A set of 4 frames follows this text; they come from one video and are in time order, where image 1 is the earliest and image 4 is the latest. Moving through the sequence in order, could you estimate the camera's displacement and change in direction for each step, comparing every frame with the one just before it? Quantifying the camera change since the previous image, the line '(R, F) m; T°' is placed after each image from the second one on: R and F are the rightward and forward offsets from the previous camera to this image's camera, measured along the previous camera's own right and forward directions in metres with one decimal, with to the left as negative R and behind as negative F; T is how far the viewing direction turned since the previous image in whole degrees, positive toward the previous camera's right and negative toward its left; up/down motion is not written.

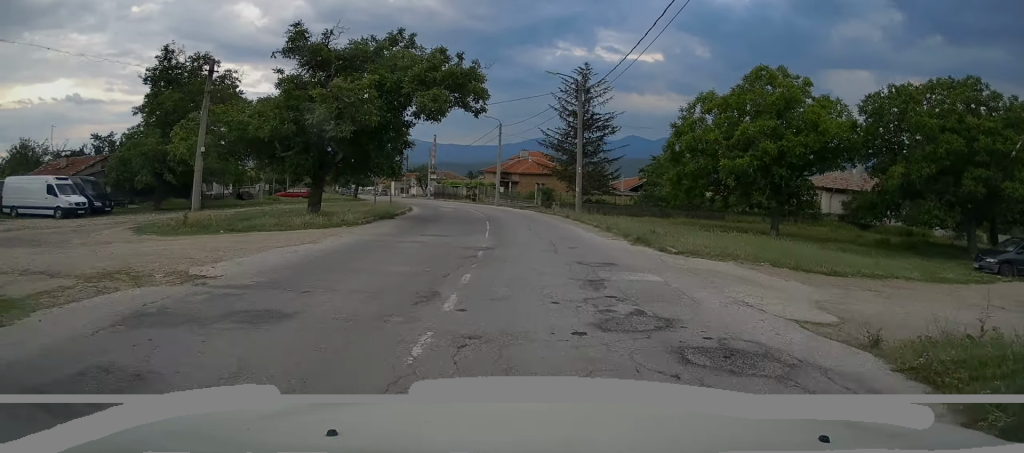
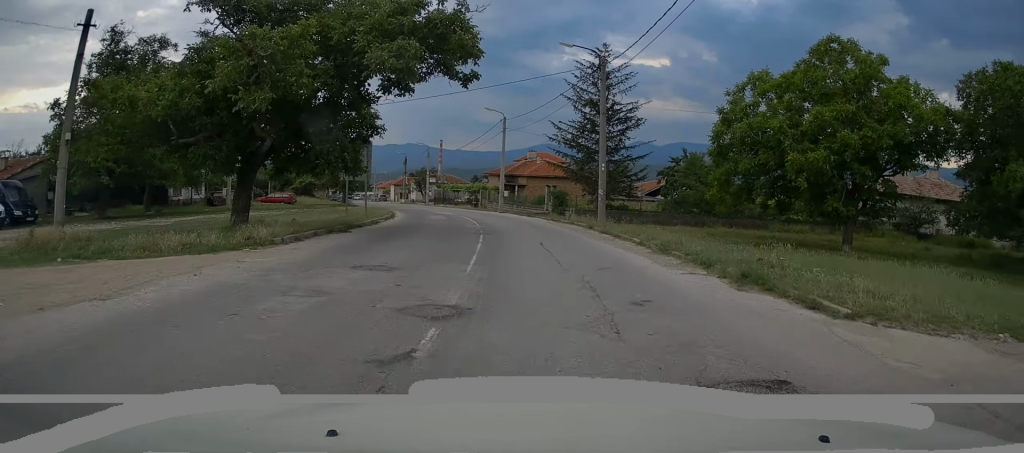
(-0.1, +7.6) m; -1°
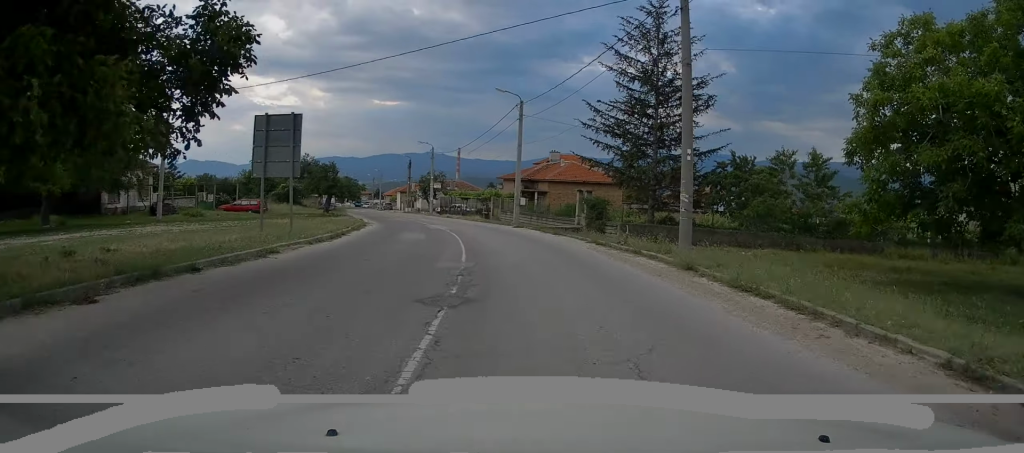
(-0.1, +12.1) m; -2°
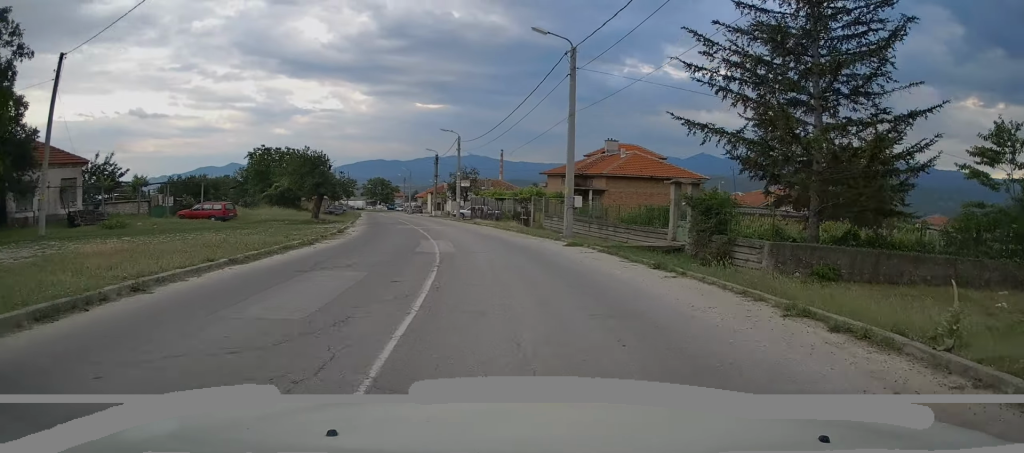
(-0.4, +13.6) m; -5°
